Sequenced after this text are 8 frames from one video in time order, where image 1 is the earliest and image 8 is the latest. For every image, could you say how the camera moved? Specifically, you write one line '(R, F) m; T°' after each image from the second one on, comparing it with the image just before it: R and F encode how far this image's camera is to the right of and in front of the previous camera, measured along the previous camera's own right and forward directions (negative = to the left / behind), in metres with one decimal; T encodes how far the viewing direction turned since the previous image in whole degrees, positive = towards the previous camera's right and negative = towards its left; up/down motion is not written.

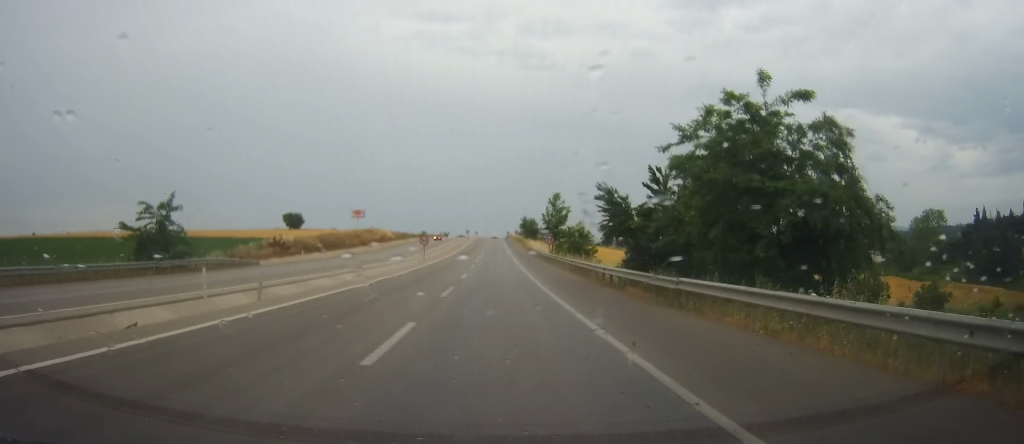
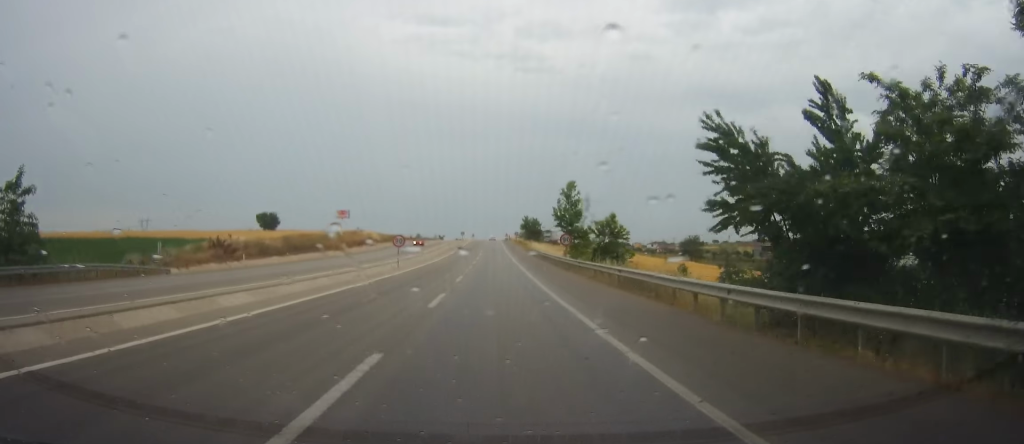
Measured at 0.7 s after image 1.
(0.0, +15.9) m; +1°
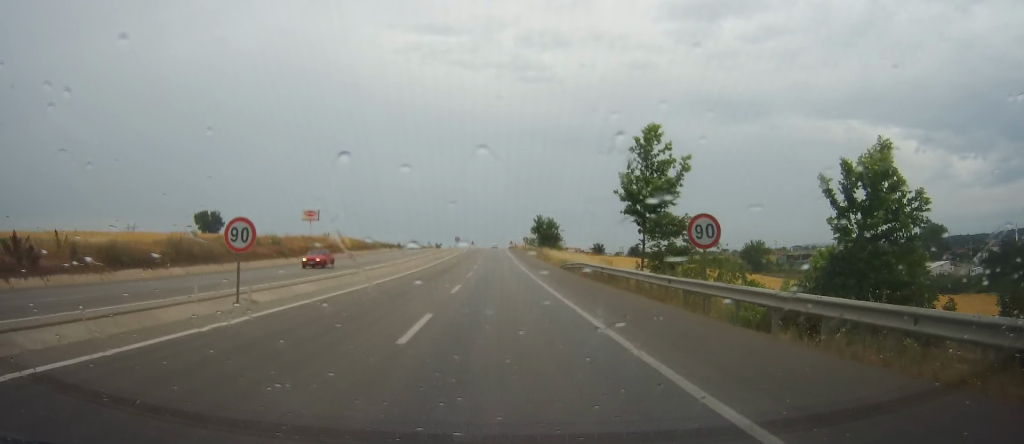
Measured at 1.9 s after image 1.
(+0.4, +30.2) m; 0°
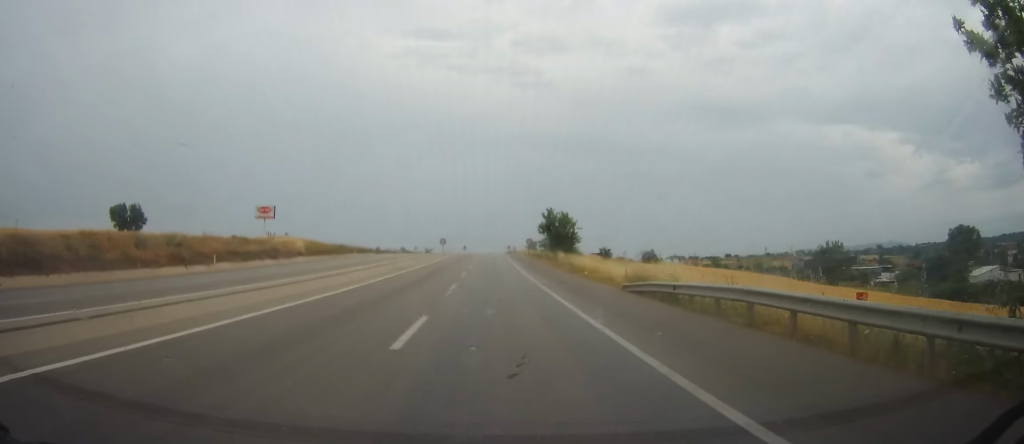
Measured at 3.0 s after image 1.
(-0.2, +25.0) m; 0°
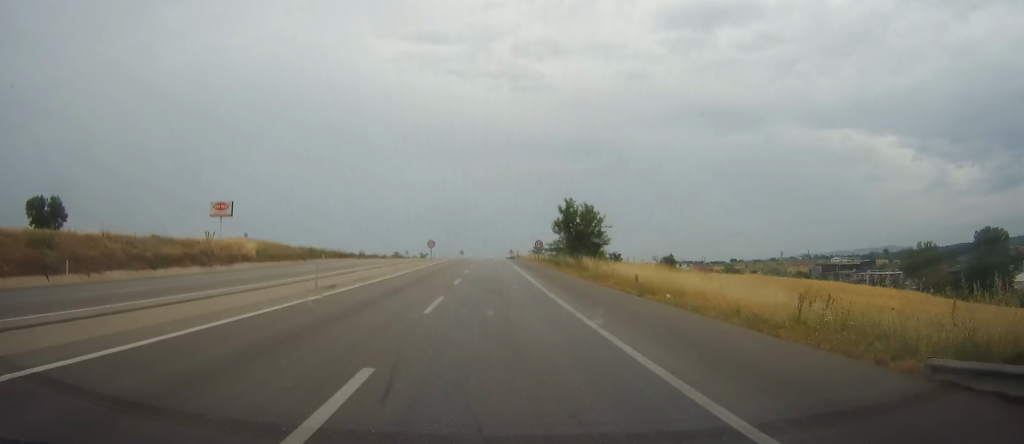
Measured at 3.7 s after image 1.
(+0.4, +18.3) m; 0°
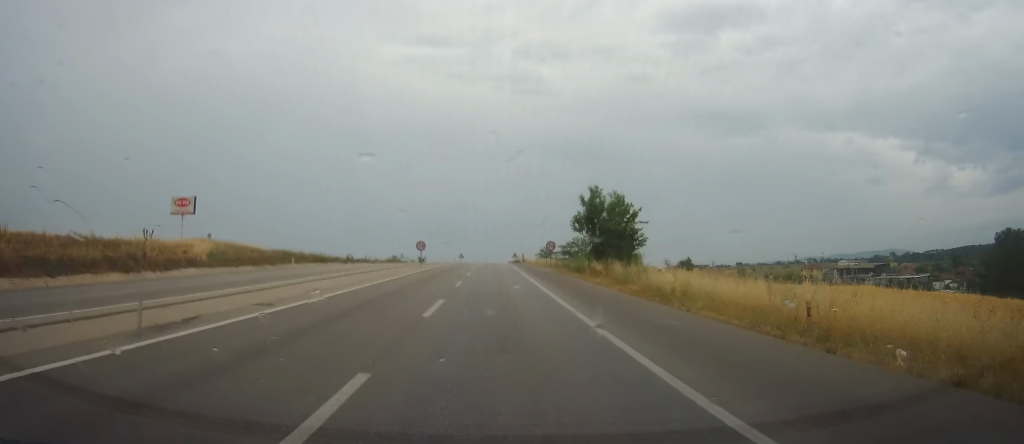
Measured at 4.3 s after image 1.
(-0.3, +13.3) m; 0°
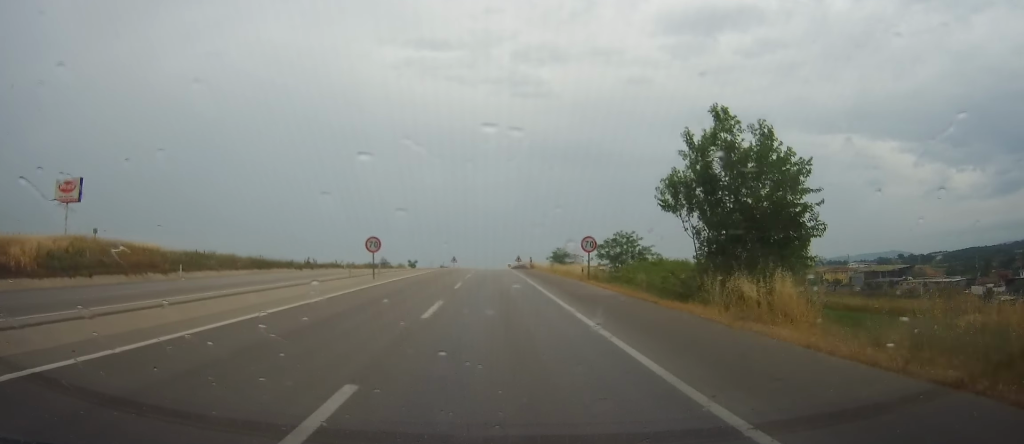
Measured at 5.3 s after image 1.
(+0.1, +25.2) m; 0°
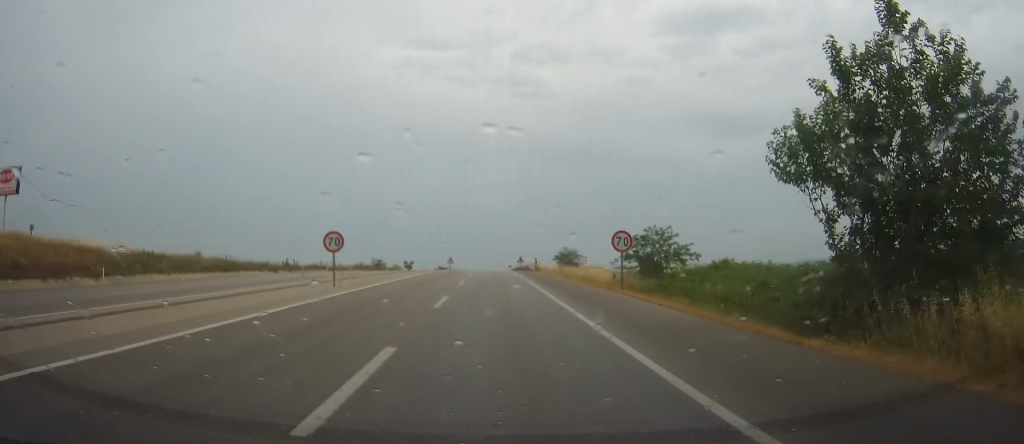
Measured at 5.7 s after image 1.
(+0.2, +9.8) m; 0°
